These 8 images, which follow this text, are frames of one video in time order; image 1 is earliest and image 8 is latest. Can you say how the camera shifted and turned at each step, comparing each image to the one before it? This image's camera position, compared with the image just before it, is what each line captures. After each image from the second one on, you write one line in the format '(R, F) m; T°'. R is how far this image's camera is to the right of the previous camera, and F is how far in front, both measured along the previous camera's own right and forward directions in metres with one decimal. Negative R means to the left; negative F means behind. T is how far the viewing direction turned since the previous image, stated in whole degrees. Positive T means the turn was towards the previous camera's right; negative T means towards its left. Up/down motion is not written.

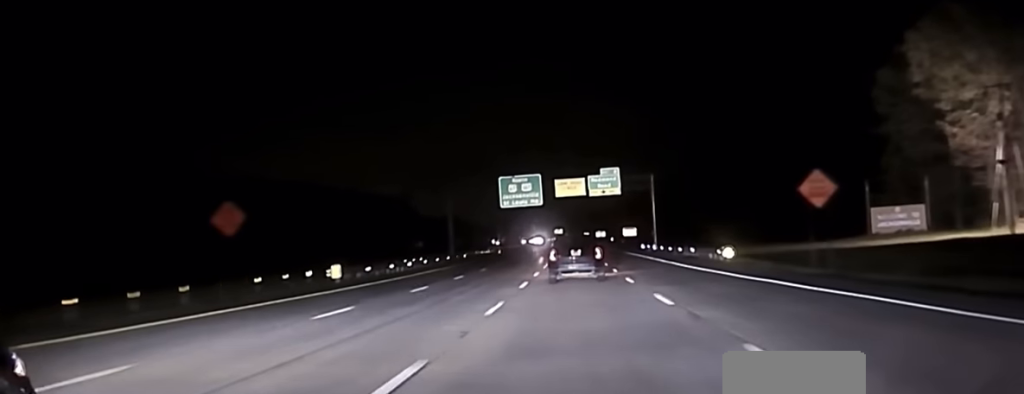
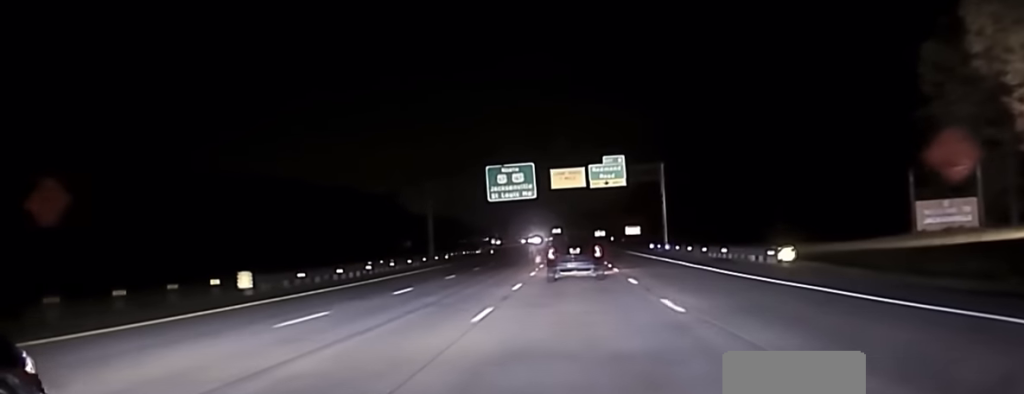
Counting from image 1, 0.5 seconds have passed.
(0.0, +17.2) m; 0°
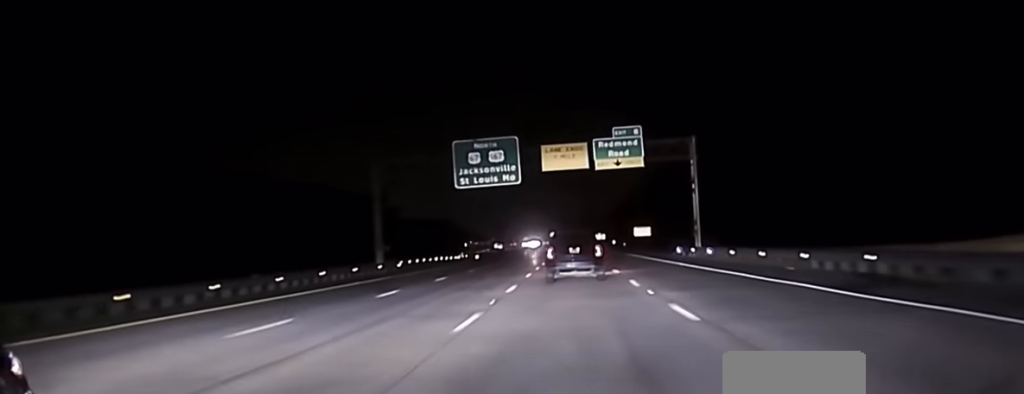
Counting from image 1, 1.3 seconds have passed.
(+0.1, +28.5) m; 0°
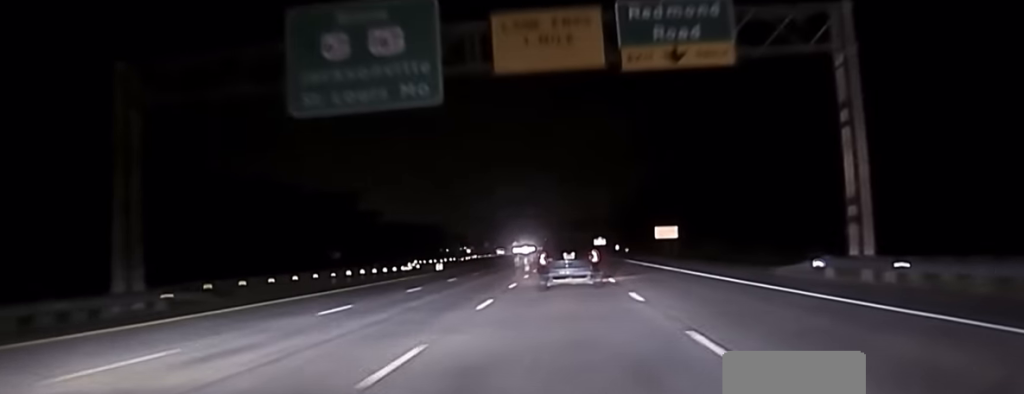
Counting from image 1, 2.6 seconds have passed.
(+0.2, +41.4) m; 0°
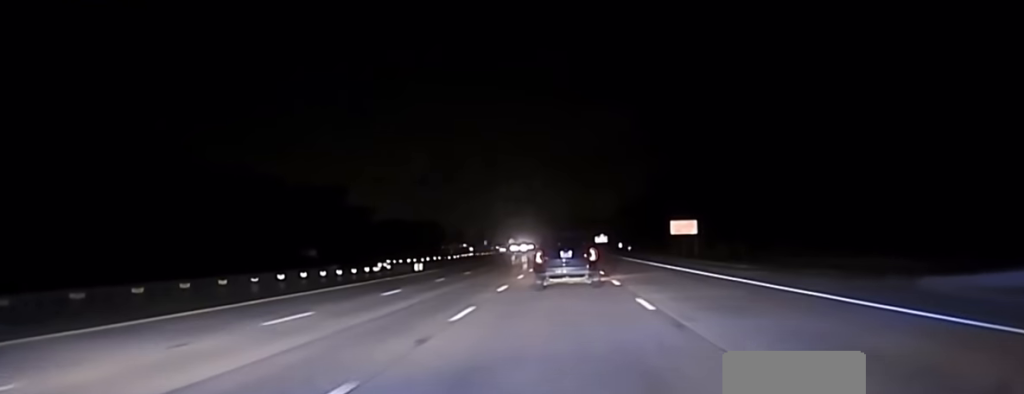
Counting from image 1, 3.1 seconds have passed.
(0.0, +14.8) m; 0°
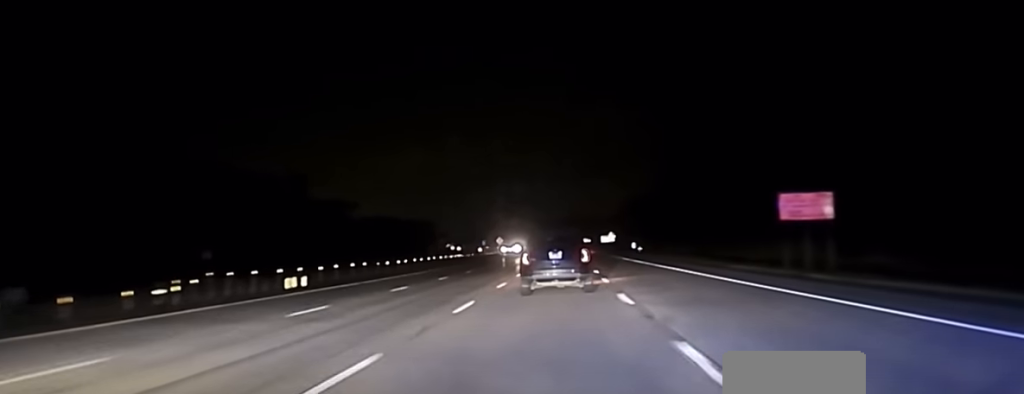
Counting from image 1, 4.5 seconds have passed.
(-0.3, +39.5) m; 0°
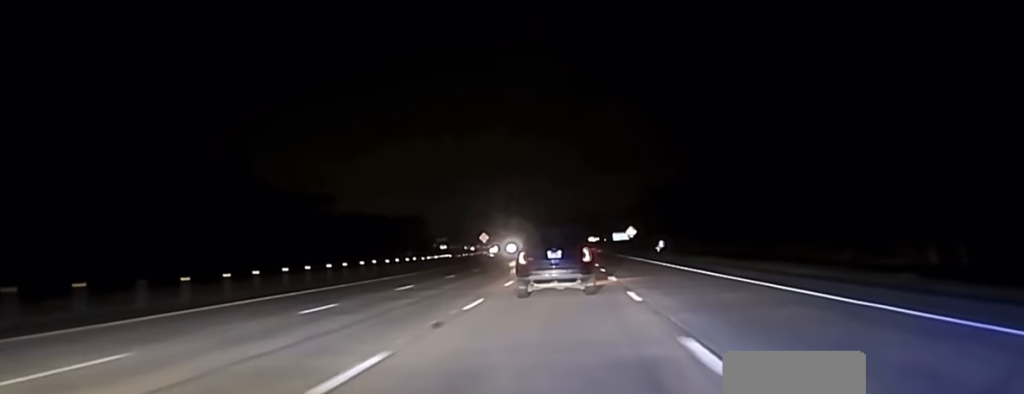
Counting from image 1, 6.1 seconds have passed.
(+0.1, +45.2) m; 0°
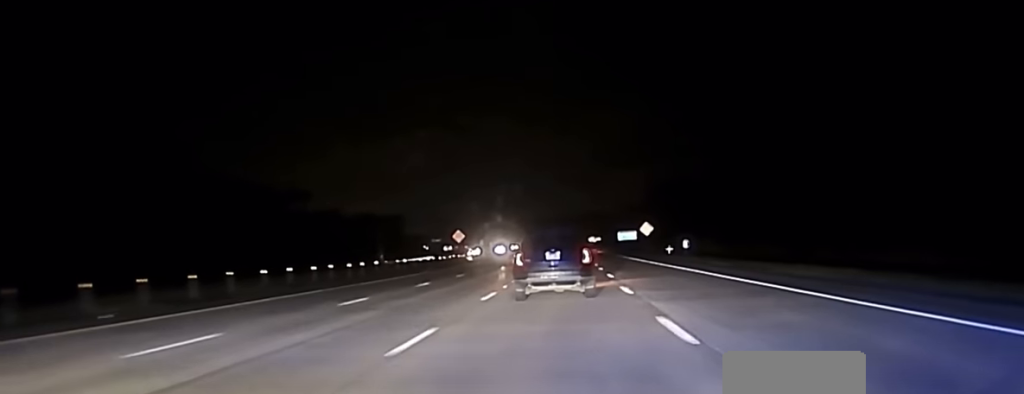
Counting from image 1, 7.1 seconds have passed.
(-0.2, +33.7) m; 0°
